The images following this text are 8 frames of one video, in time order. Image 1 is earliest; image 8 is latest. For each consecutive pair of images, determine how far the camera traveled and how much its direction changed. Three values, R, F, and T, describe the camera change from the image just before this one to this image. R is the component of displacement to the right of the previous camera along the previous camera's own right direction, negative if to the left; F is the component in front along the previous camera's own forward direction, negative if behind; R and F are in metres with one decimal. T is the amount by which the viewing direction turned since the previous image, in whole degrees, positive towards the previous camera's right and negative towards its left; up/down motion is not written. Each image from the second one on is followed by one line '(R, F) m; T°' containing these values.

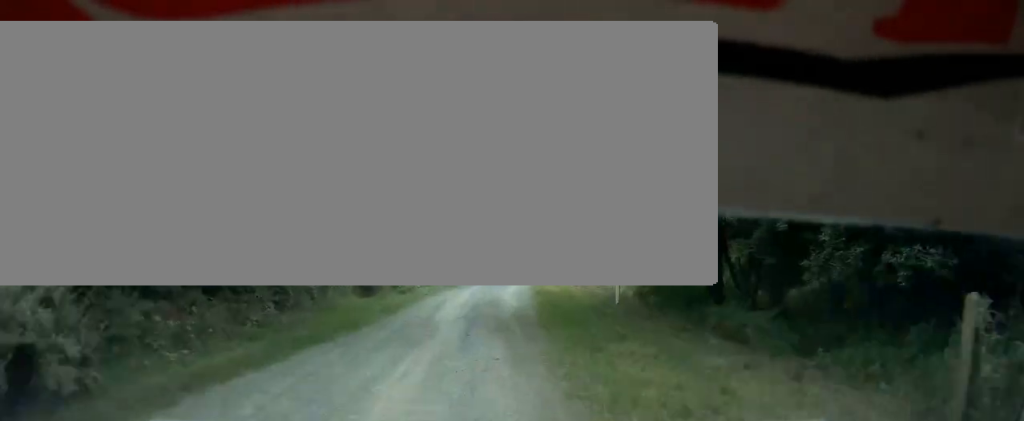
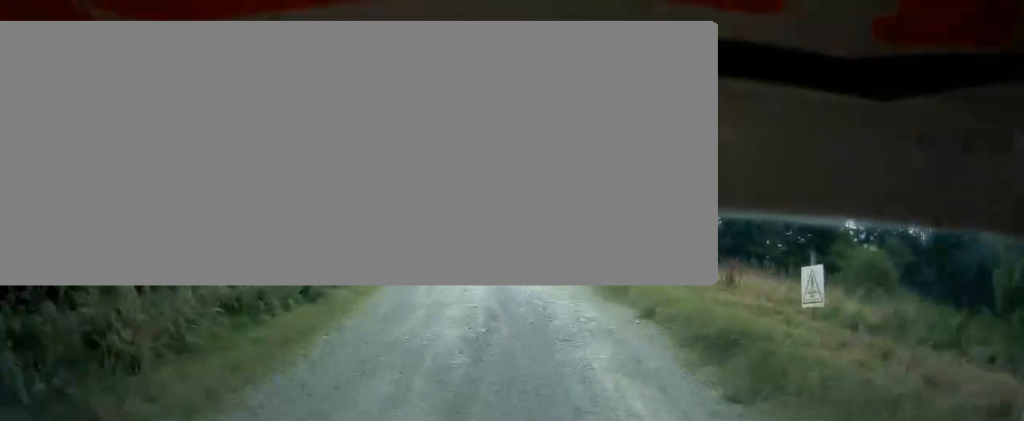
(-2.2, +20.3) m; -21°
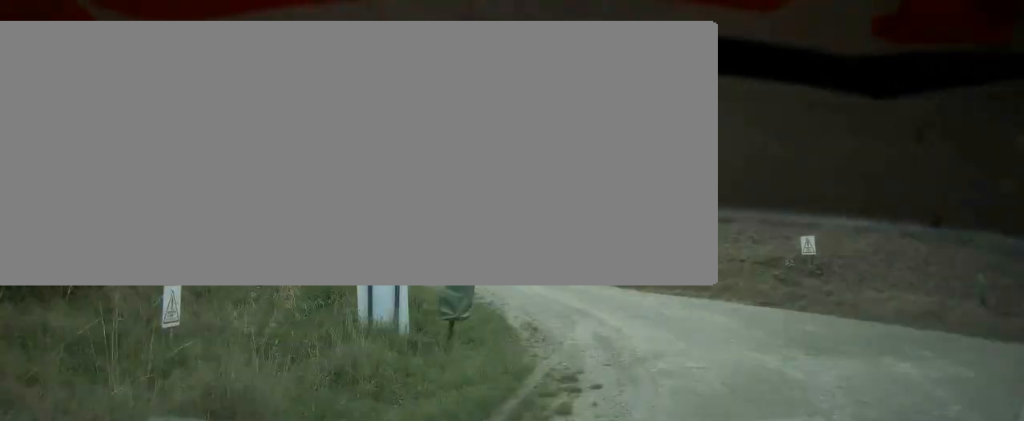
(-20.5, +21.8) m; -82°
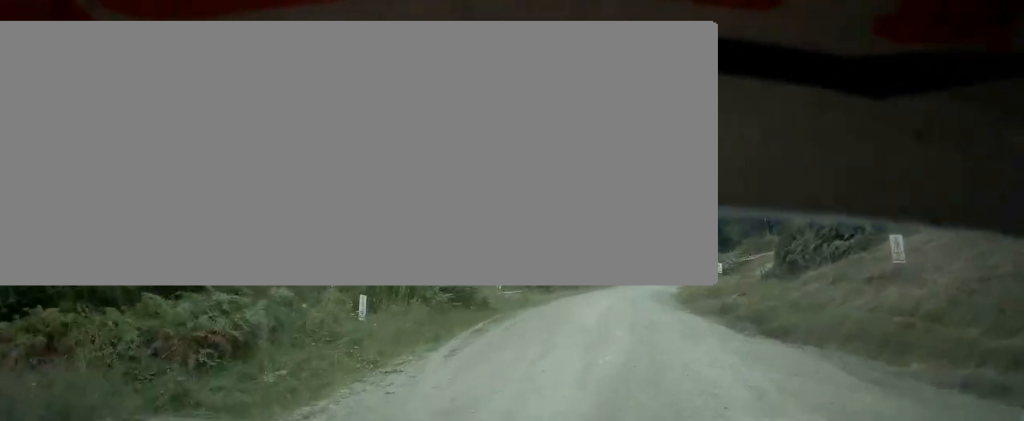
(-2.2, +18.0) m; -7°
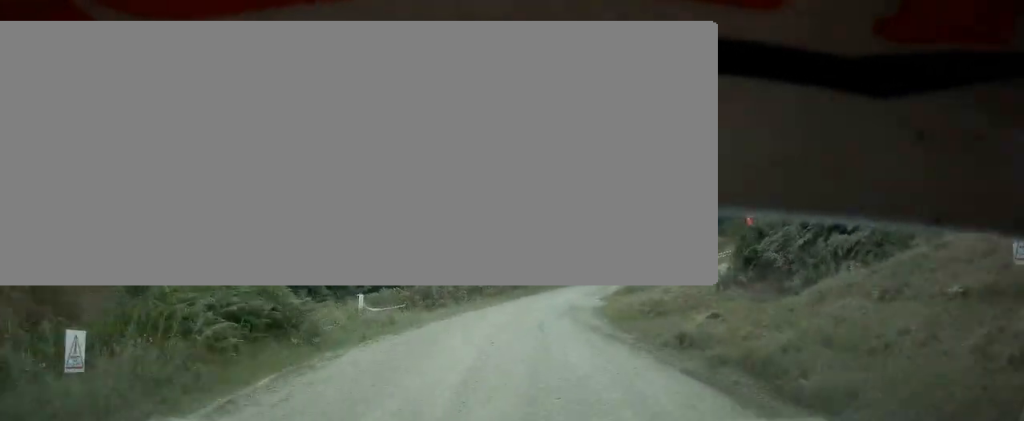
(-0.3, +9.5) m; +1°
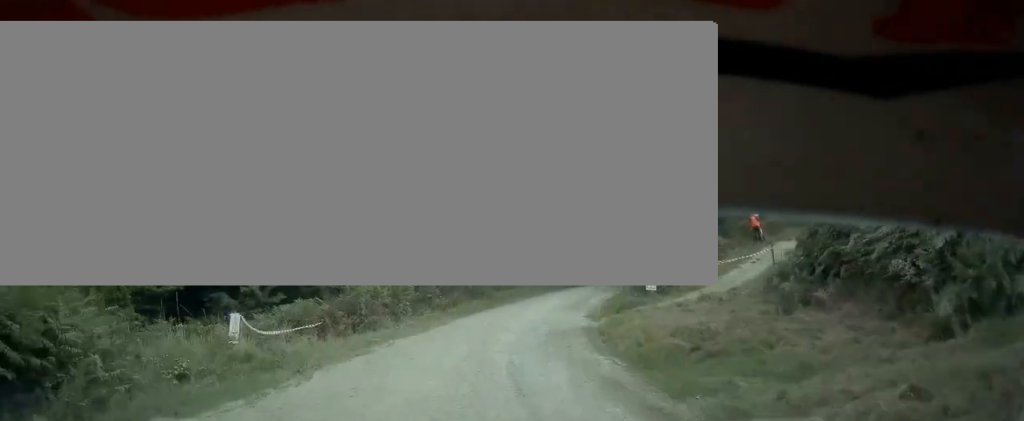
(+0.3, +9.7) m; +2°
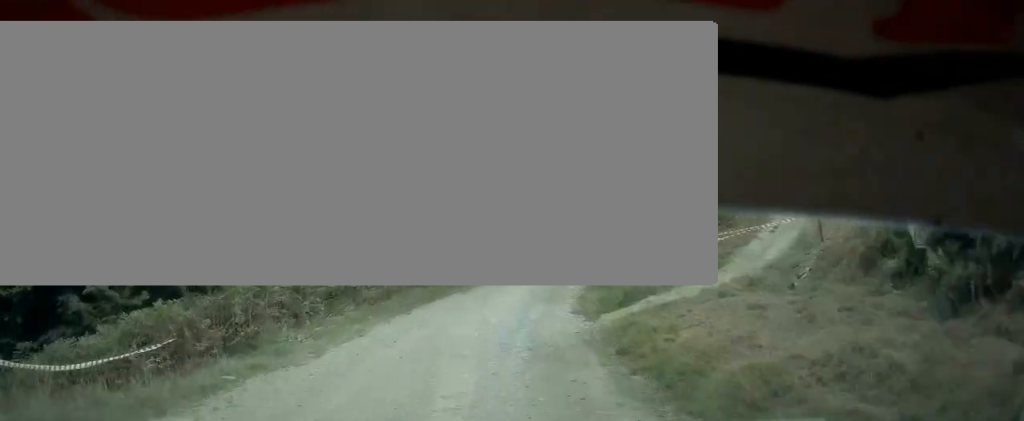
(0.0, +8.3) m; +2°
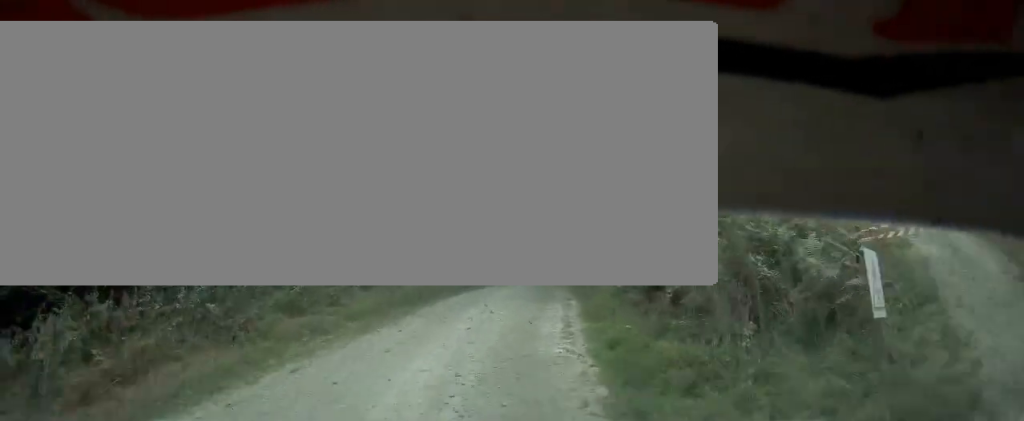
(+0.3, +14.5) m; +2°
